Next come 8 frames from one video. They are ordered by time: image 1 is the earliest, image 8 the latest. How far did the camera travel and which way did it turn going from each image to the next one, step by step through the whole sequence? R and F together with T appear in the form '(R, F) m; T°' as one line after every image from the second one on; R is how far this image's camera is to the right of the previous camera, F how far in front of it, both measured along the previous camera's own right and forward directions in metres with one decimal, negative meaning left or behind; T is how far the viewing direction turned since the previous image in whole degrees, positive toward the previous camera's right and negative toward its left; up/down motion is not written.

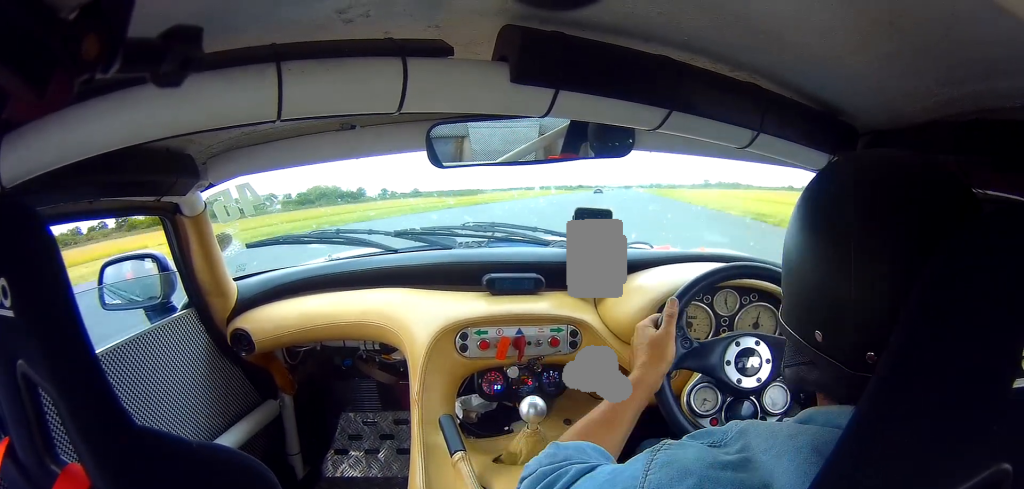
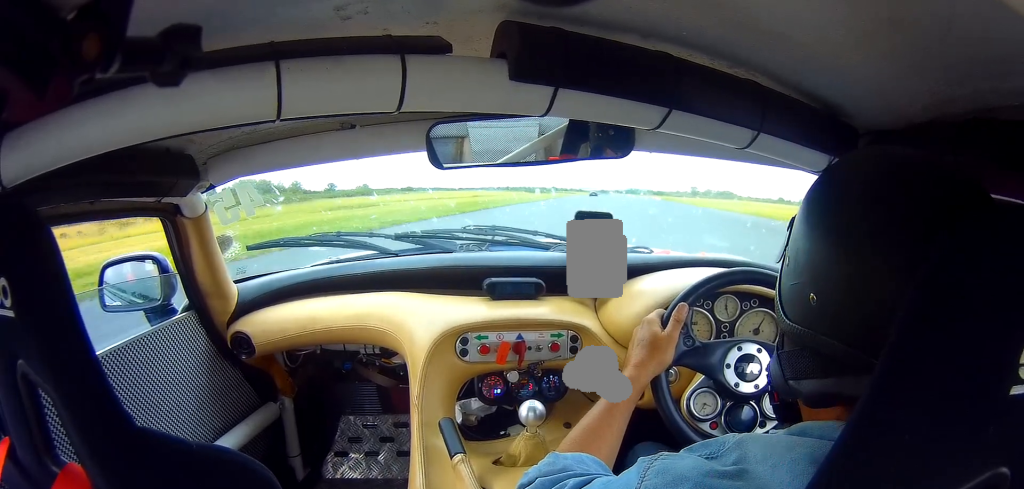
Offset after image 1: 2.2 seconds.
(0.0, +93.8) m; +1°
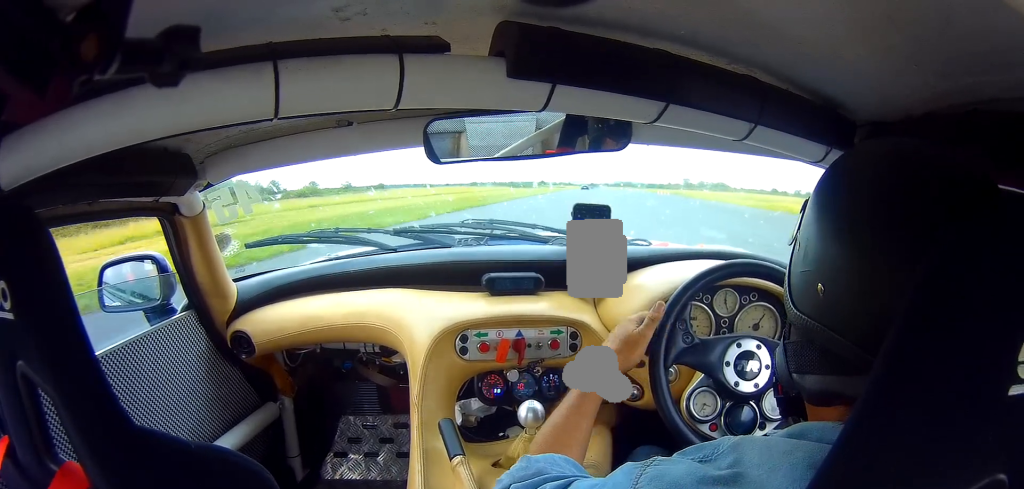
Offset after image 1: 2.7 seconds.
(0.0, +21.3) m; +1°
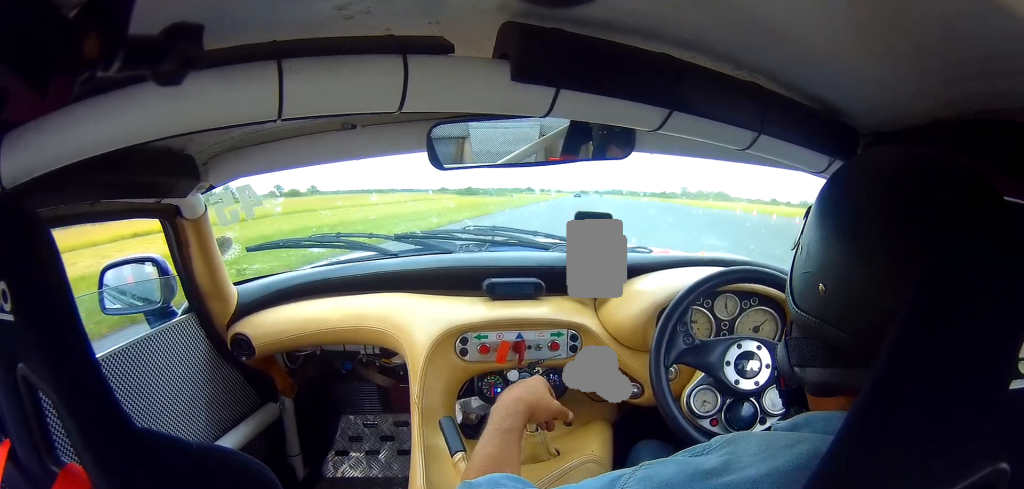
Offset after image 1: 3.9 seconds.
(+0.6, +59.5) m; +1°
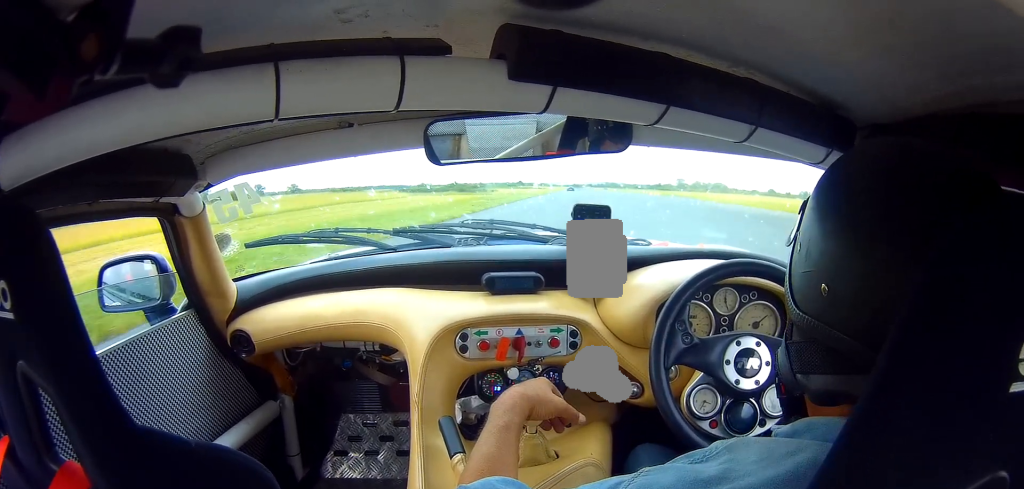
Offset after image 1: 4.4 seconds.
(-0.1, +24.9) m; 0°
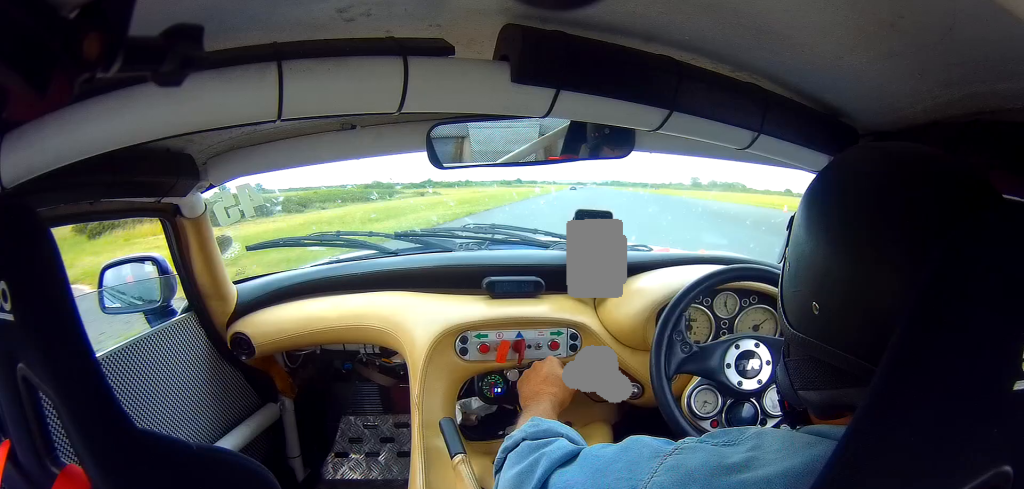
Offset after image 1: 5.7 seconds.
(+0.4, +68.5) m; 0°
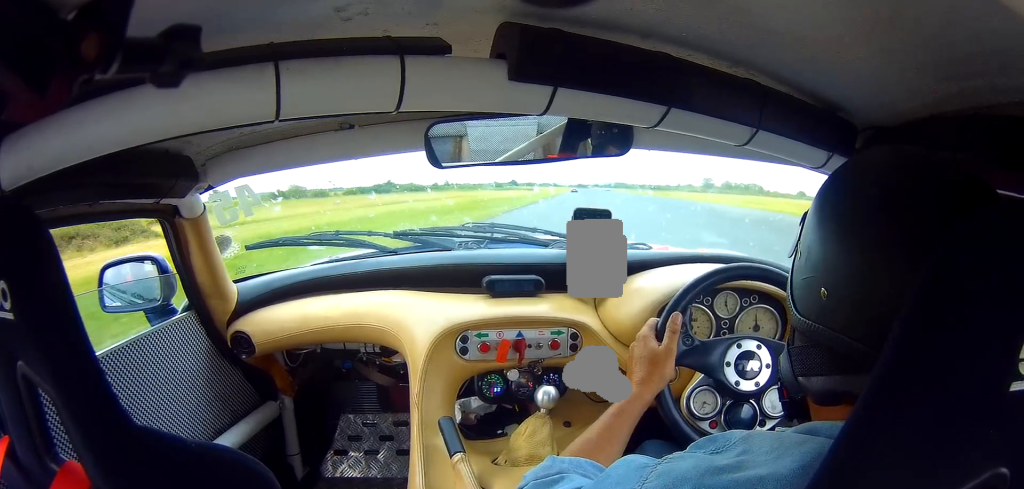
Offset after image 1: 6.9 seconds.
(-0.2, +61.5) m; 0°
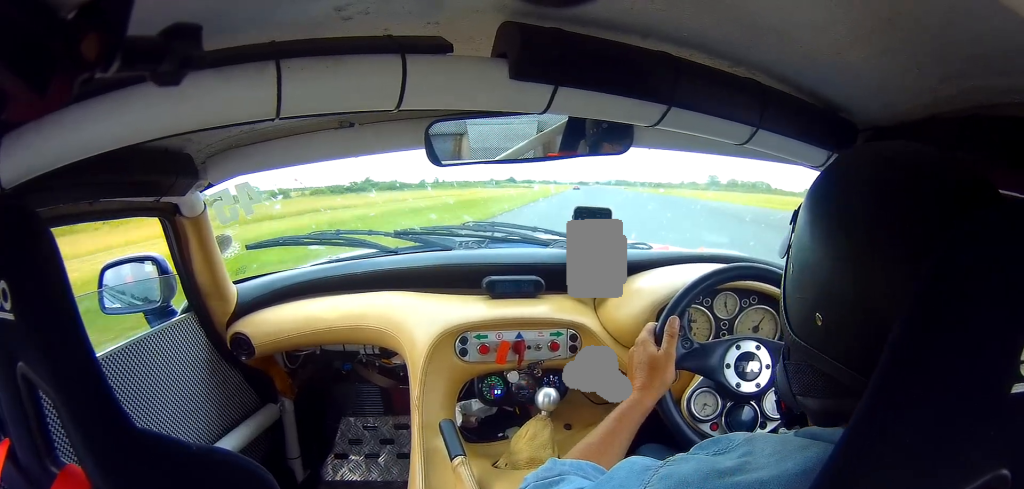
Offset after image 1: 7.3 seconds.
(0.0, +23.1) m; 0°
